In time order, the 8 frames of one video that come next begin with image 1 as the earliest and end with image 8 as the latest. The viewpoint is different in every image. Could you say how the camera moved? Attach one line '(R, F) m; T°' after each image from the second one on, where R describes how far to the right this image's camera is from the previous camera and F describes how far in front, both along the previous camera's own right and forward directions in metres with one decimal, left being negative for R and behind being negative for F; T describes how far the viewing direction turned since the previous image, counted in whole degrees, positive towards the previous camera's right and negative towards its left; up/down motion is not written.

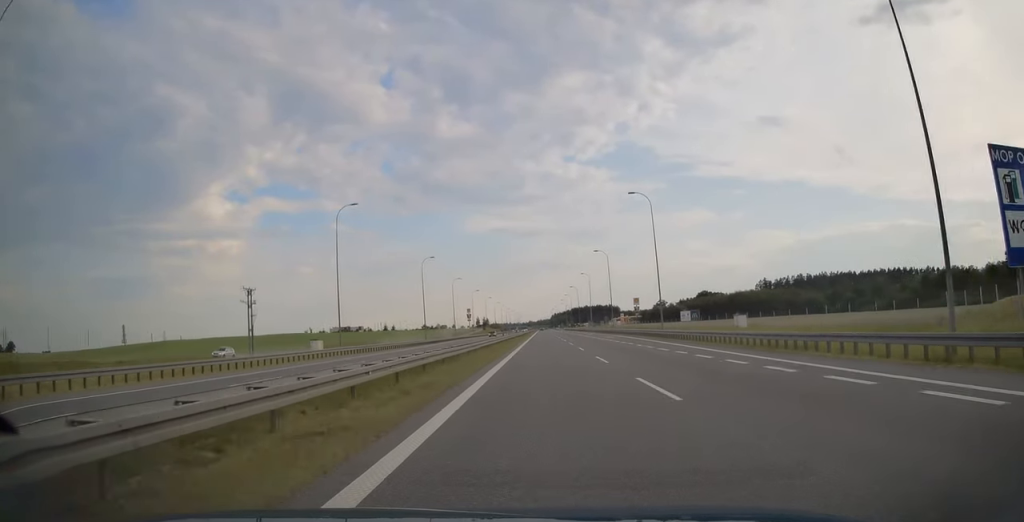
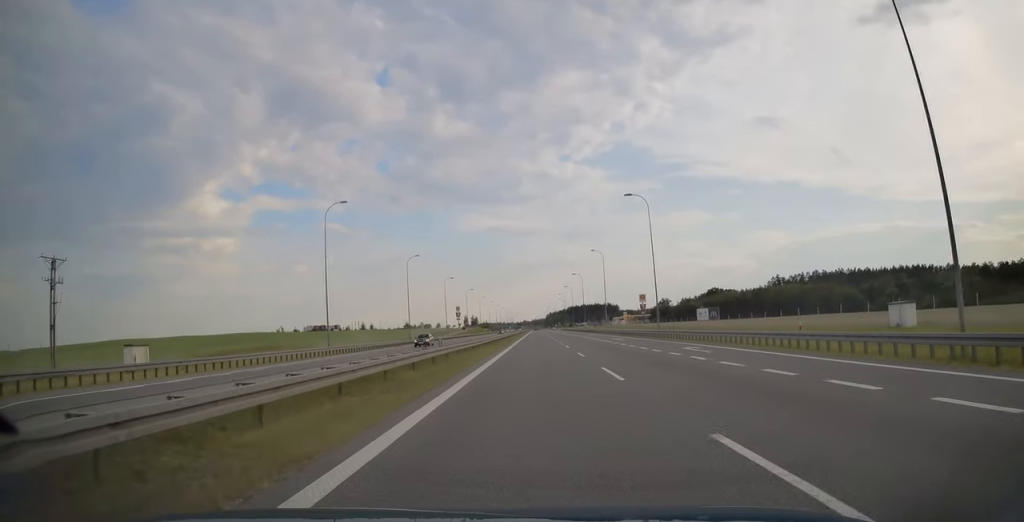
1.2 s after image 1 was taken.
(+0.3, +43.6) m; 0°
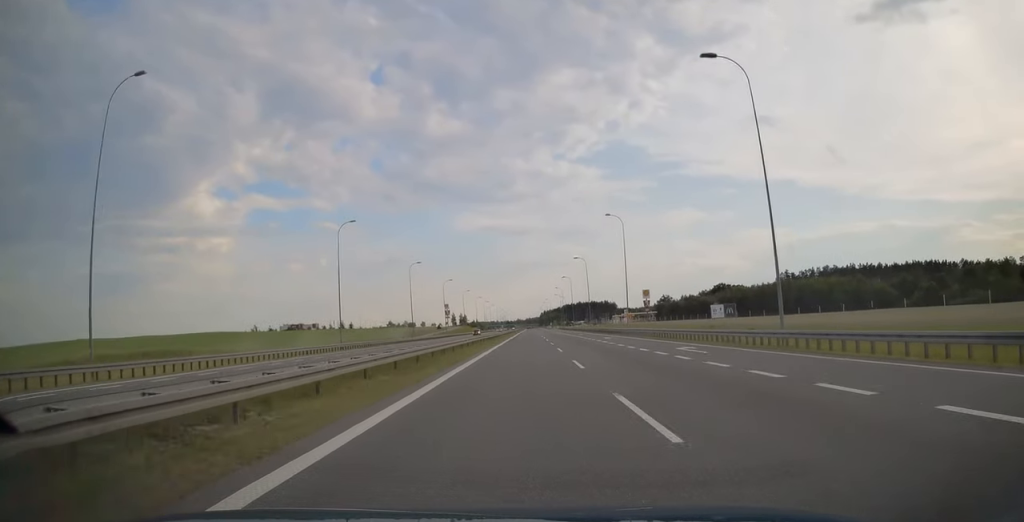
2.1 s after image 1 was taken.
(0.0, +31.8) m; 0°
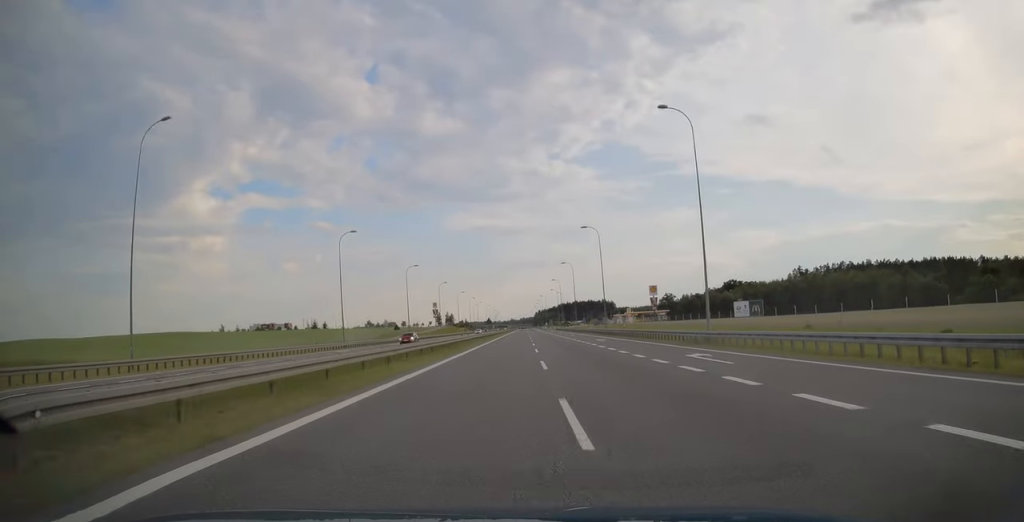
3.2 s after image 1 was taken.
(+0.1, +36.4) m; 0°
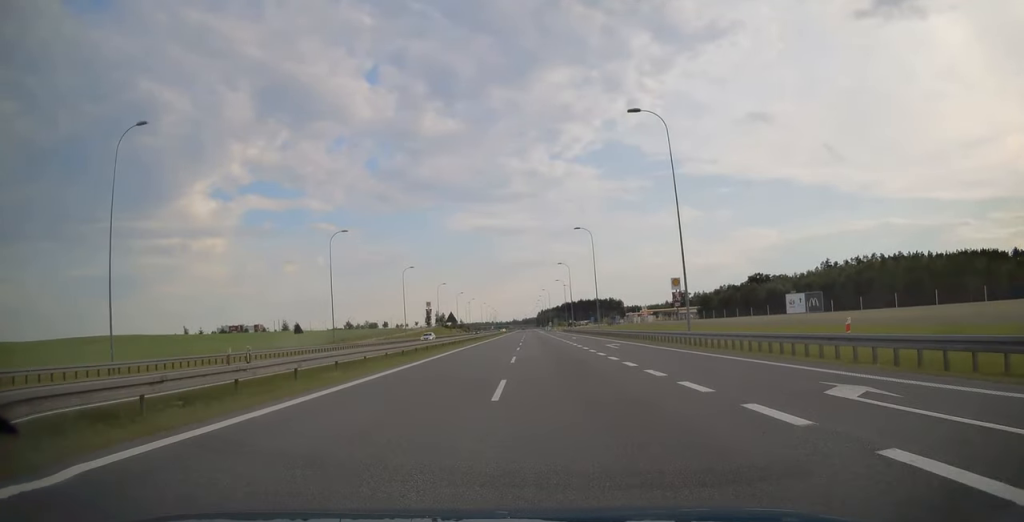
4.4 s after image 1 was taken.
(+0.1, +44.2) m; 0°
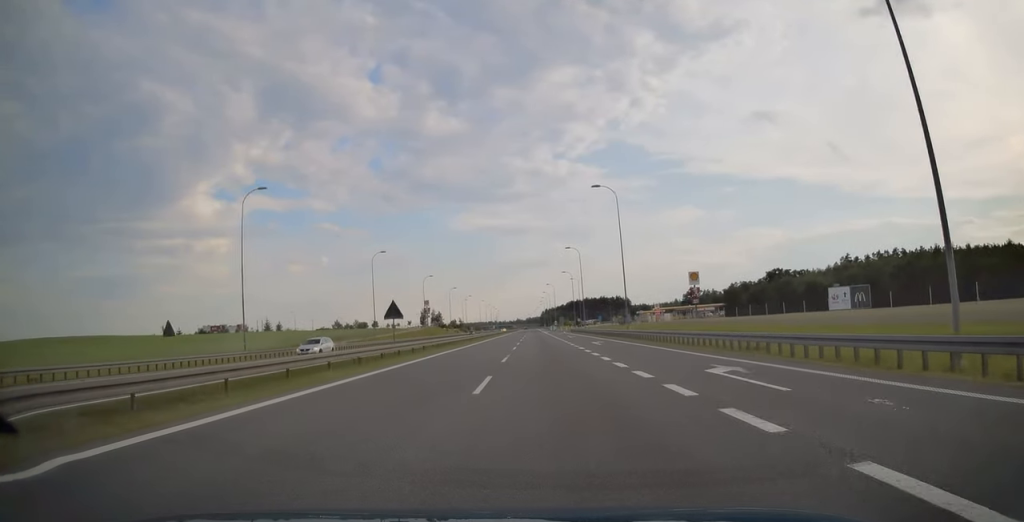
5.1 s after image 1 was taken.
(+0.1, +24.0) m; 0°
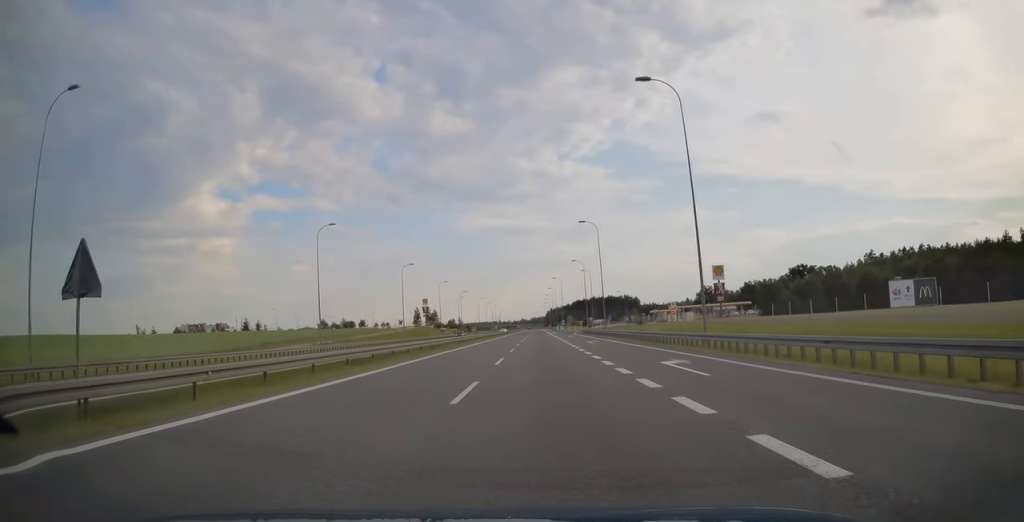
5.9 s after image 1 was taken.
(0.0, +25.5) m; 0°
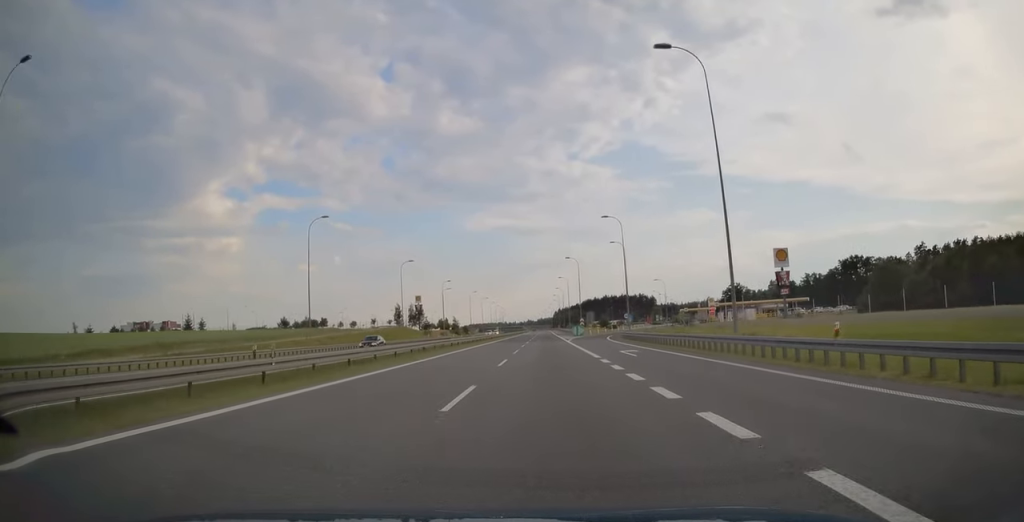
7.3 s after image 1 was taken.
(-0.3, +48.5) m; -1°
